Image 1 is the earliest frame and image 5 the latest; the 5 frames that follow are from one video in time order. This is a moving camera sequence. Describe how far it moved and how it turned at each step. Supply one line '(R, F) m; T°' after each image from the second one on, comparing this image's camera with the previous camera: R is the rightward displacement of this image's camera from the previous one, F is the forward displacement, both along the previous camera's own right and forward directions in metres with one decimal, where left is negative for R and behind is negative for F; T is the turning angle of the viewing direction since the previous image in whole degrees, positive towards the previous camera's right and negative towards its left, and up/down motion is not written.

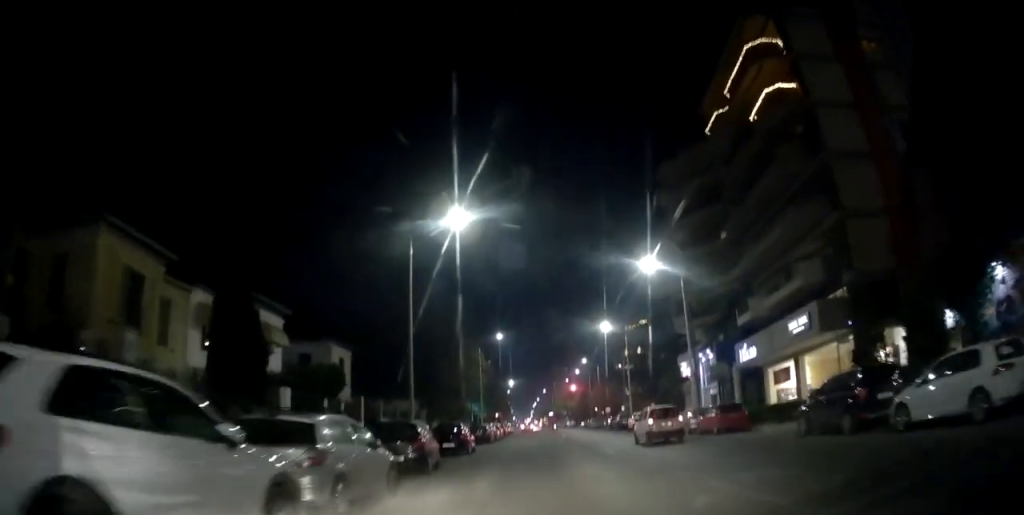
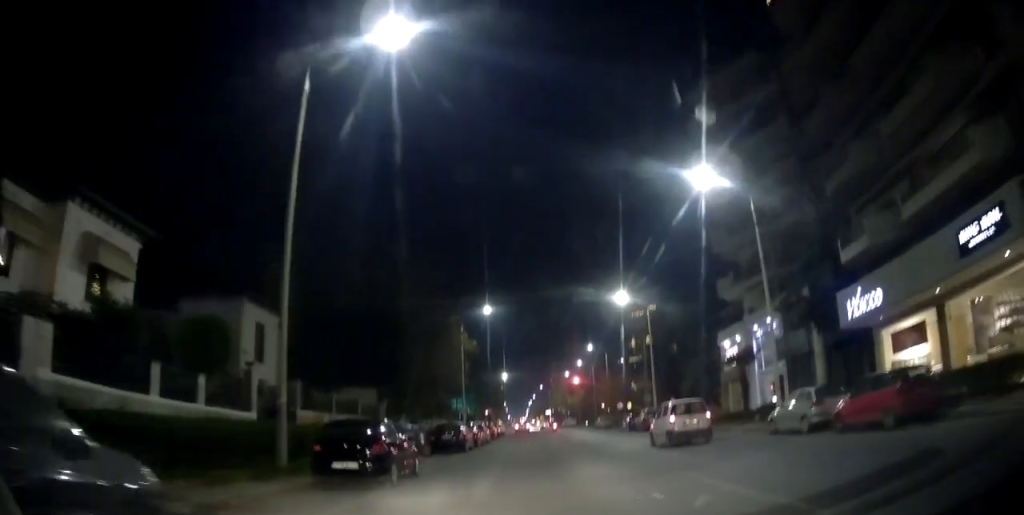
(+0.4, +14.3) m; 0°
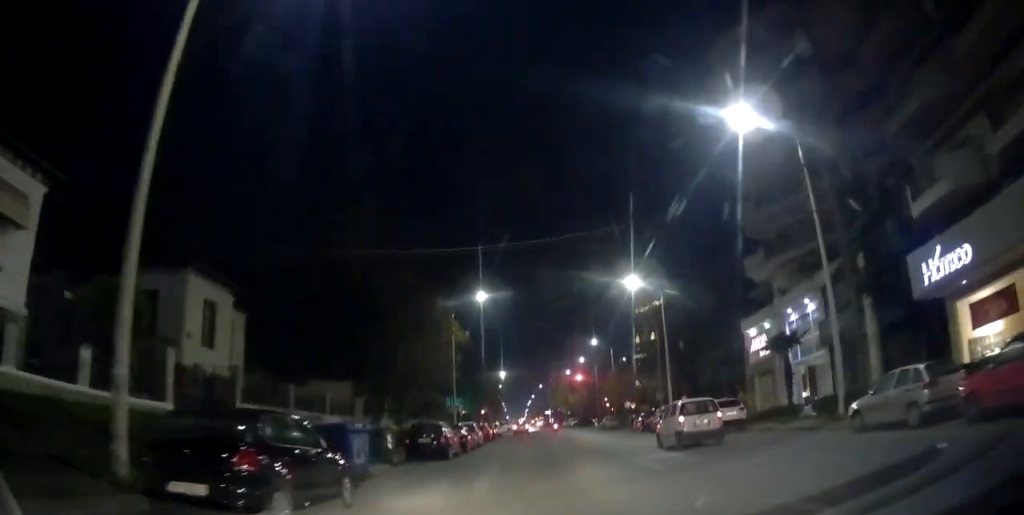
(0.0, +5.8) m; -1°
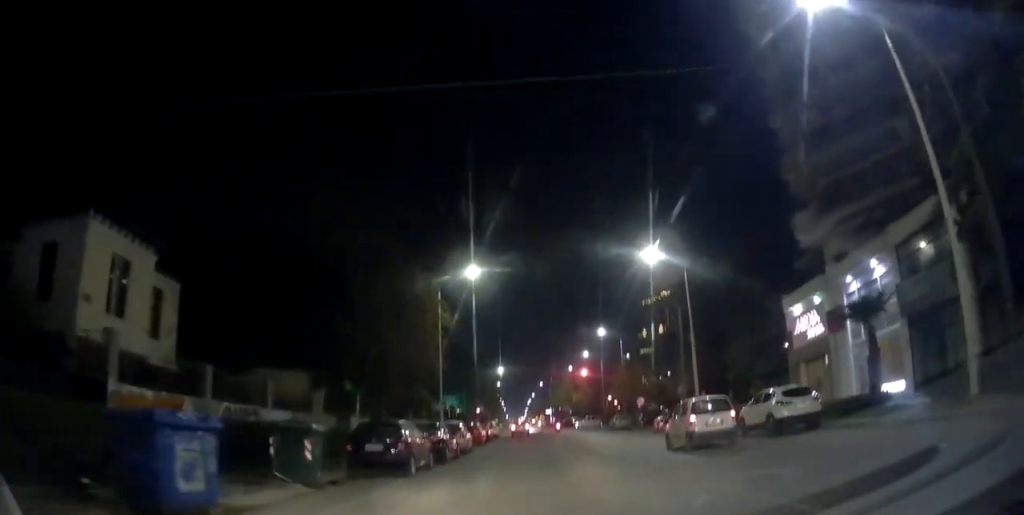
(-0.4, +7.3) m; -1°
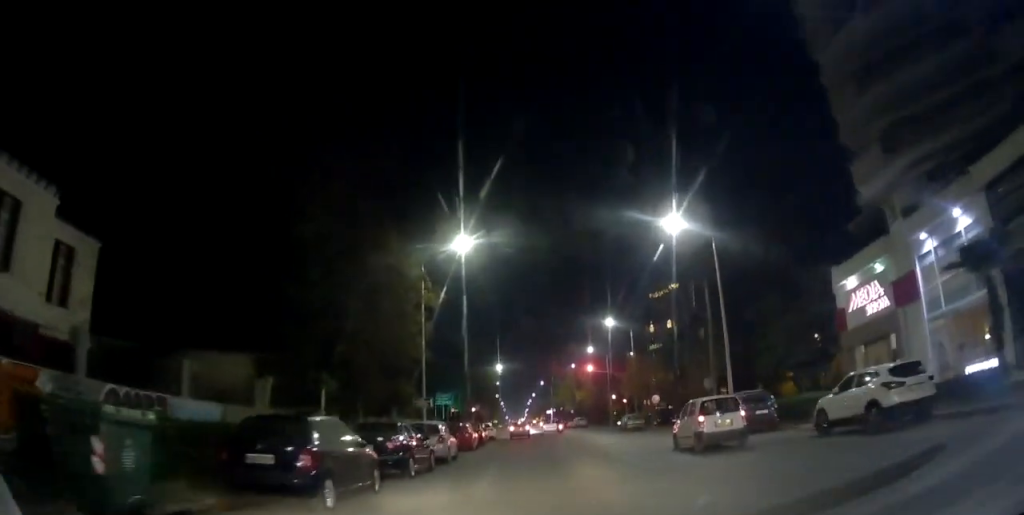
(+0.2, +6.3) m; +4°
